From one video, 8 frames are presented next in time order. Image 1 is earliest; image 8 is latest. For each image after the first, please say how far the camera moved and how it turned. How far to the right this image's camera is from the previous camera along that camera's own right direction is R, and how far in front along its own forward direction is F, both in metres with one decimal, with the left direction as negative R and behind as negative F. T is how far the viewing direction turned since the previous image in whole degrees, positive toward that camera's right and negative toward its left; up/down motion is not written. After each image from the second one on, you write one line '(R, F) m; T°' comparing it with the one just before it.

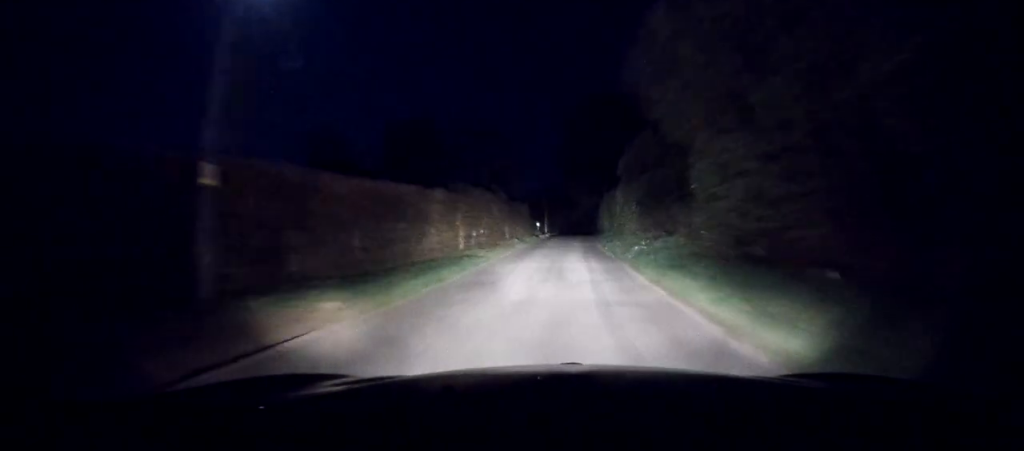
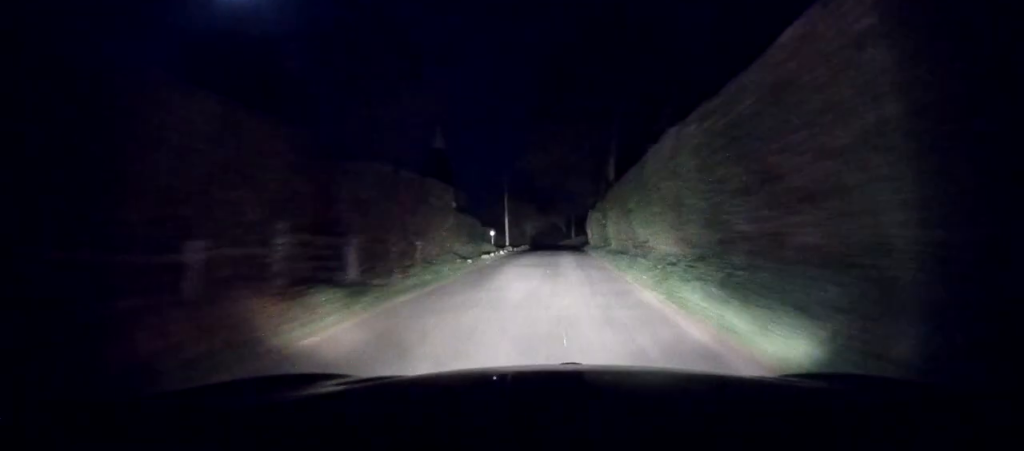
(+0.8, +29.2) m; +2°
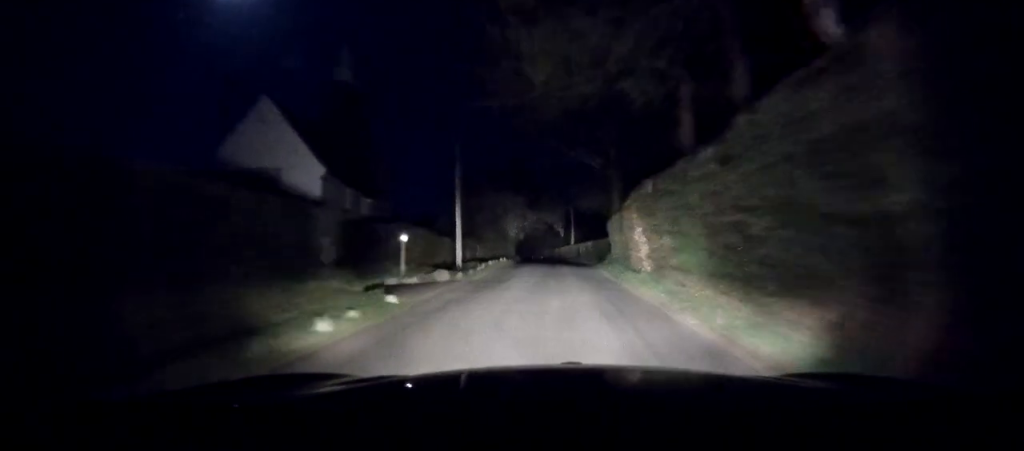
(+0.3, +27.2) m; +1°
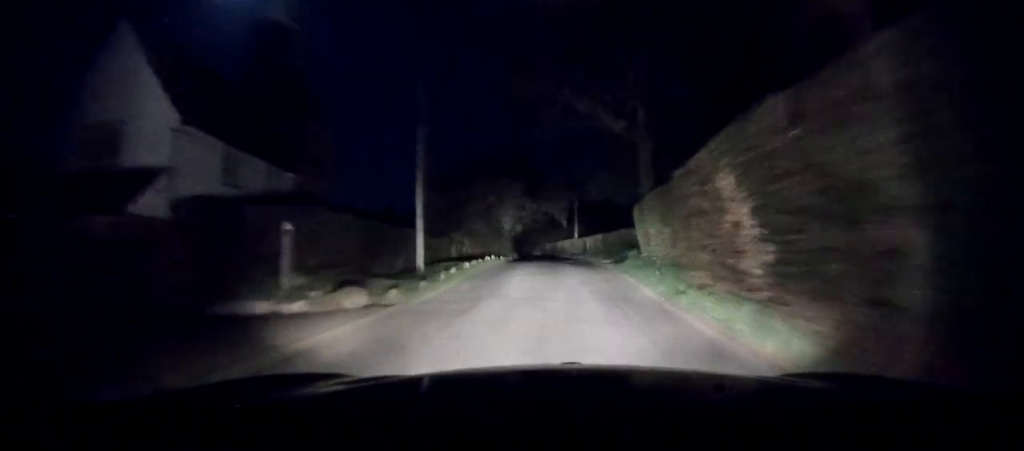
(0.0, +9.2) m; 0°
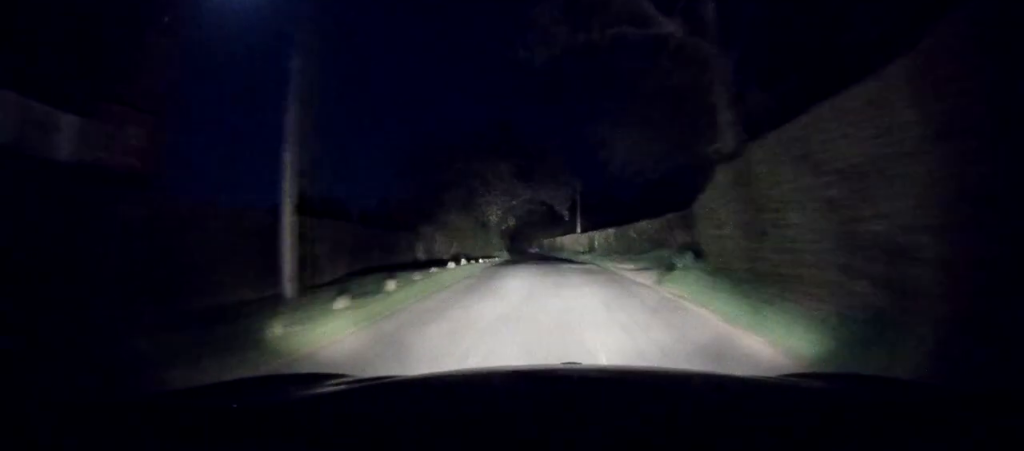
(0.0, +10.7) m; 0°
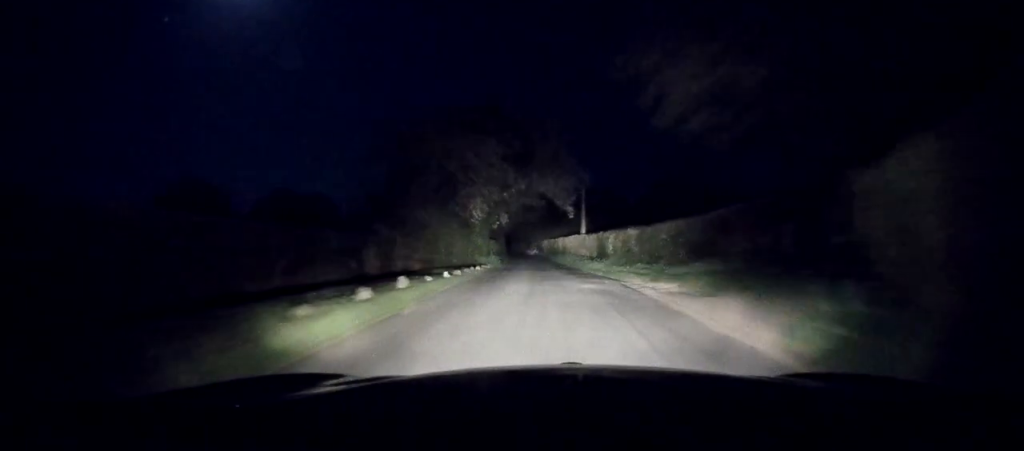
(0.0, +9.2) m; 0°
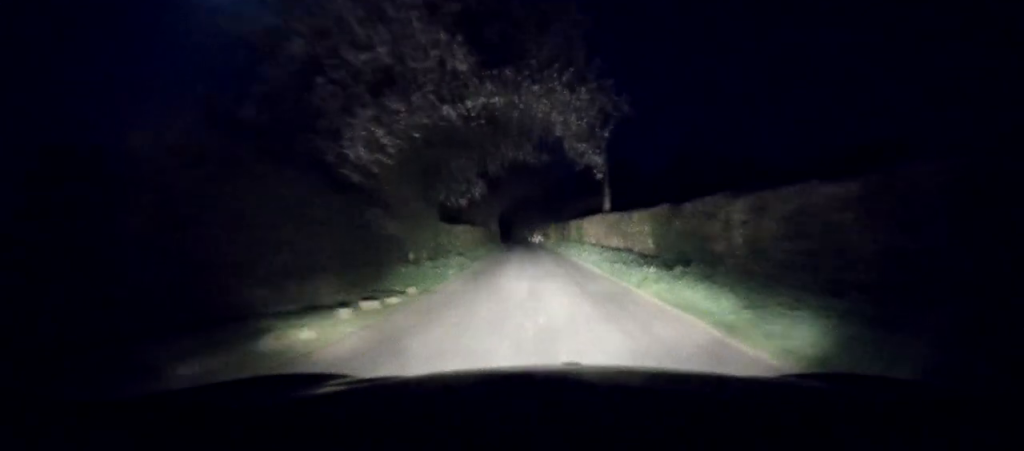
(-0.1, +20.6) m; -1°
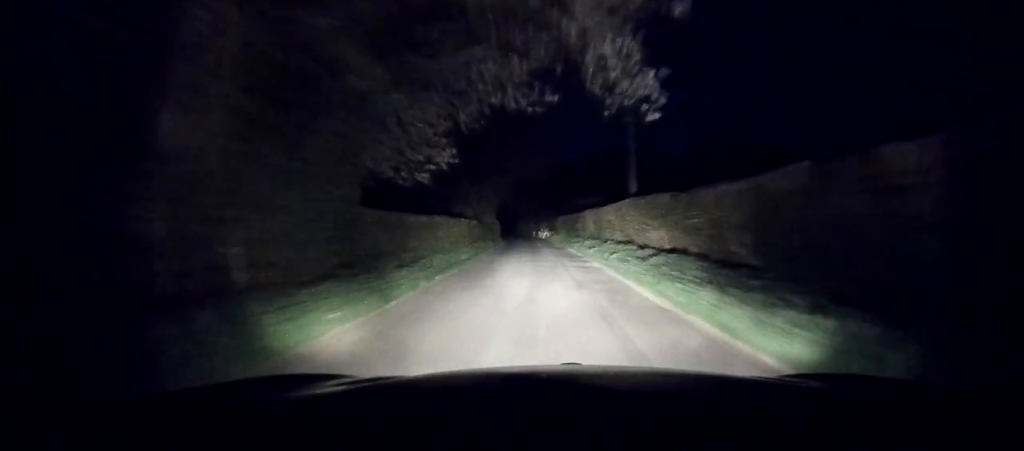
(0.0, +10.4) m; -1°
